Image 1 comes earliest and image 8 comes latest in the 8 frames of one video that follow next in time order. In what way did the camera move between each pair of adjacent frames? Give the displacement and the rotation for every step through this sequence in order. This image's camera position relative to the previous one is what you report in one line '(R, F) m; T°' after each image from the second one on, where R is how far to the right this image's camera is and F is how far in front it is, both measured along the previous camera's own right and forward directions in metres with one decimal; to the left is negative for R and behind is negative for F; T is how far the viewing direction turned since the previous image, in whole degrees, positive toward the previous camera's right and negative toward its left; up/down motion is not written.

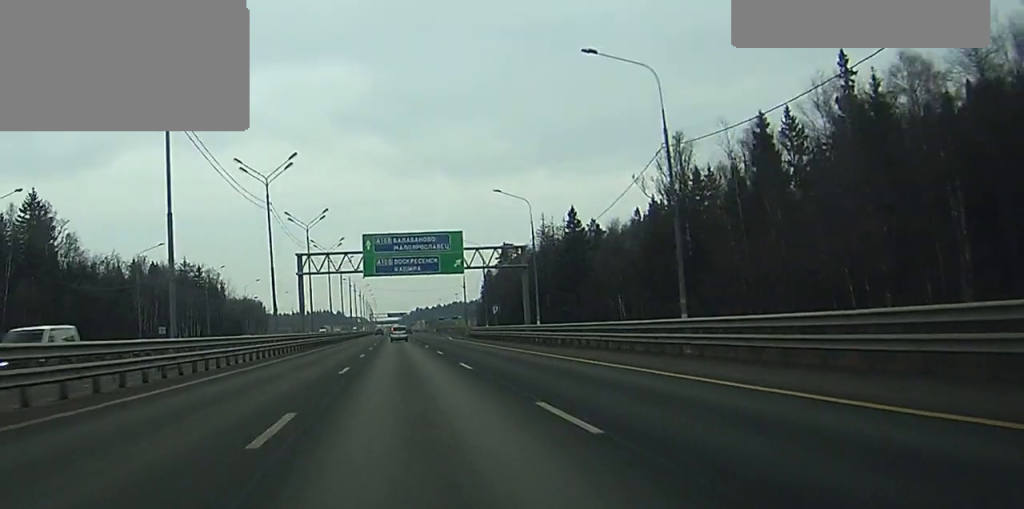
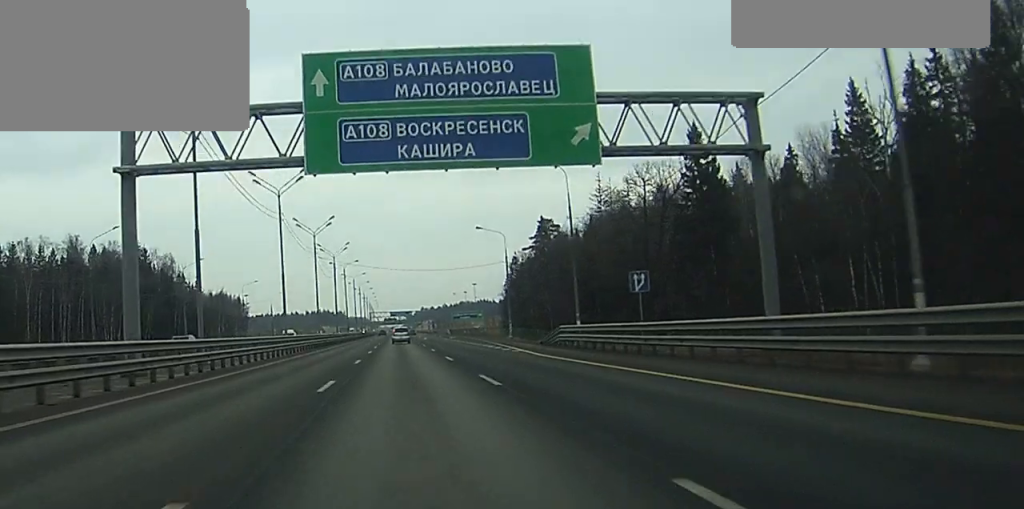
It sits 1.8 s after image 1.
(-0.2, +54.9) m; 0°
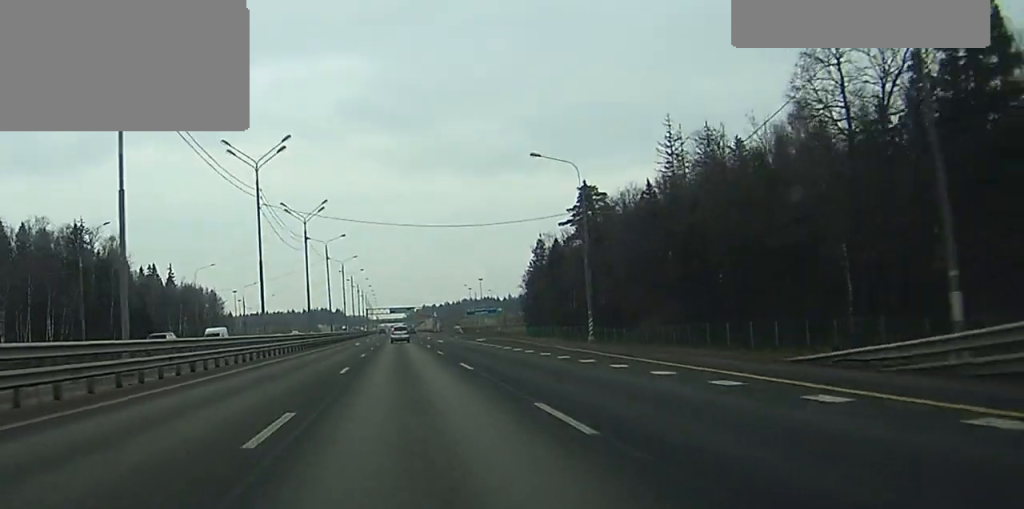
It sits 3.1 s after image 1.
(0.0, +41.3) m; 0°
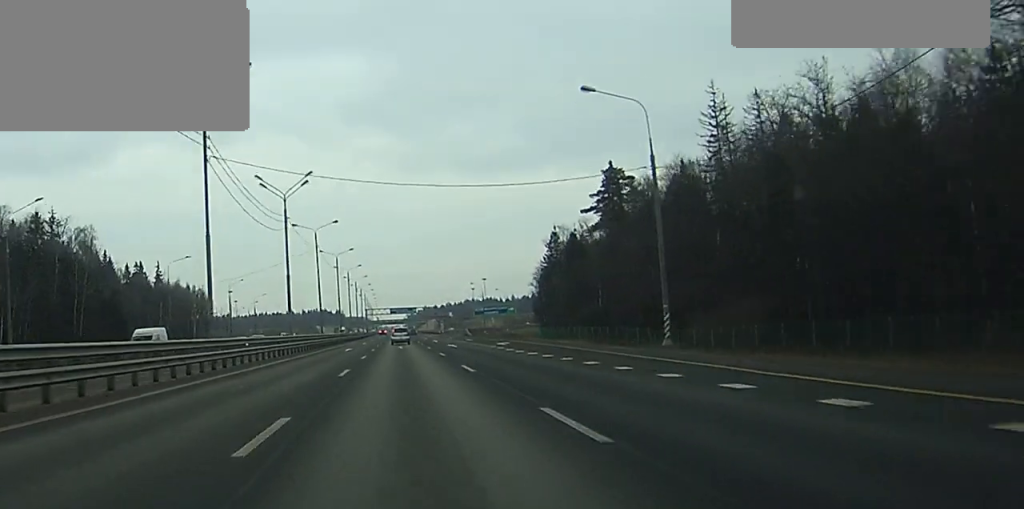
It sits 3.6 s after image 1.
(0.0, +16.5) m; 0°
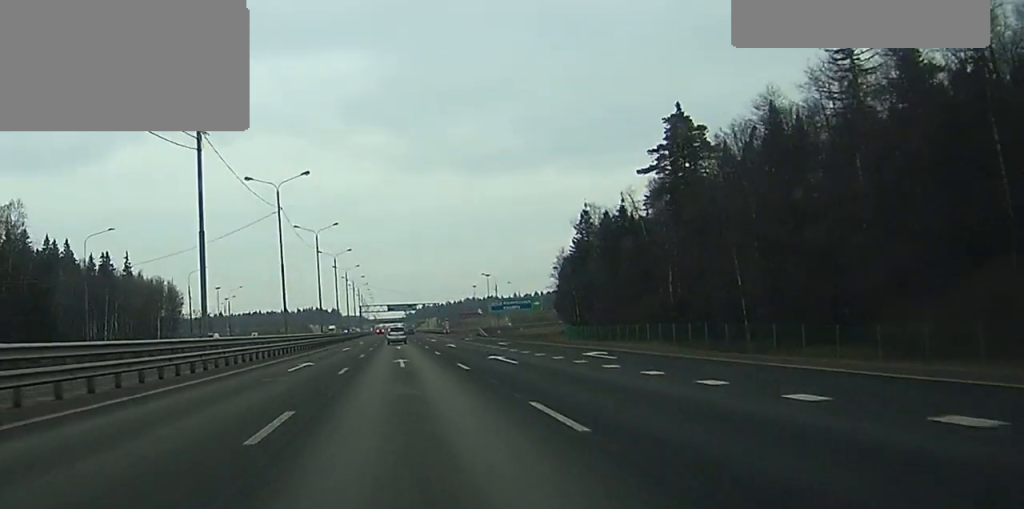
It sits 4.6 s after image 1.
(-0.1, +31.0) m; 0°
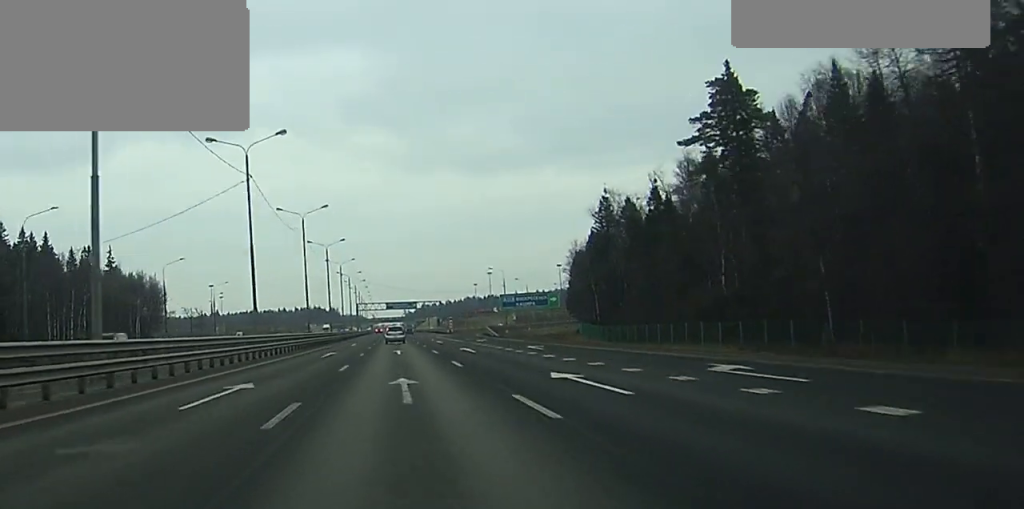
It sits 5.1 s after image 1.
(0.0, +14.5) m; 0°
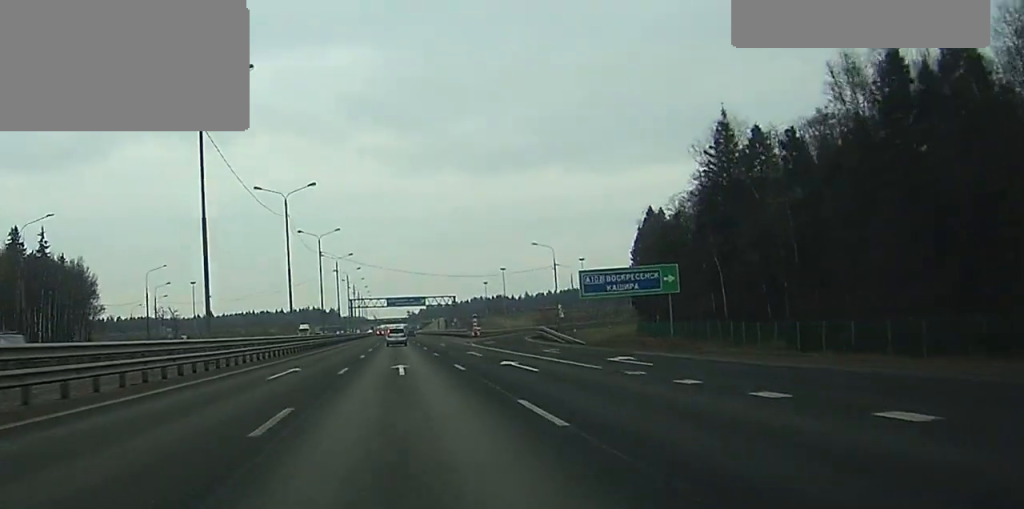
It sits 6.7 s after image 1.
(+0.1, +48.8) m; 0°
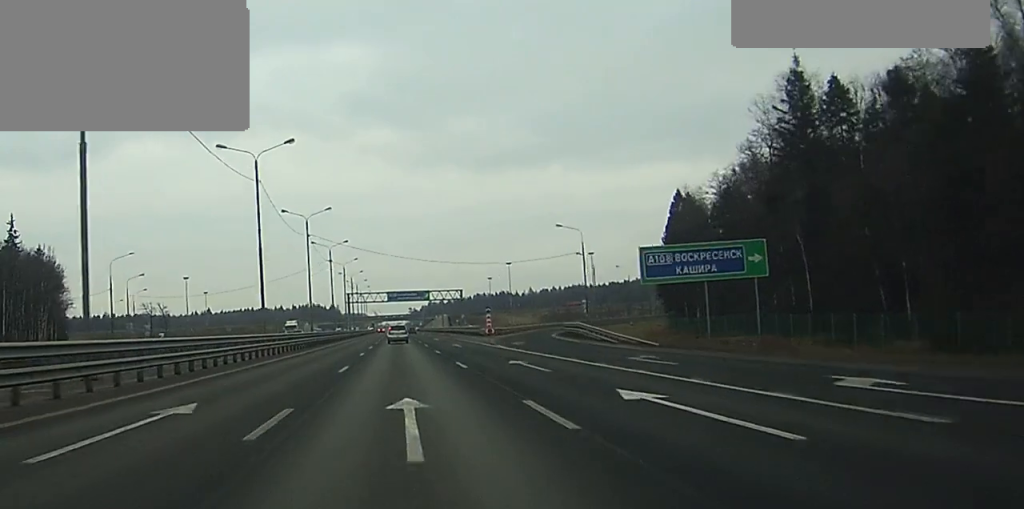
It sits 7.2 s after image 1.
(0.0, +16.7) m; 0°
